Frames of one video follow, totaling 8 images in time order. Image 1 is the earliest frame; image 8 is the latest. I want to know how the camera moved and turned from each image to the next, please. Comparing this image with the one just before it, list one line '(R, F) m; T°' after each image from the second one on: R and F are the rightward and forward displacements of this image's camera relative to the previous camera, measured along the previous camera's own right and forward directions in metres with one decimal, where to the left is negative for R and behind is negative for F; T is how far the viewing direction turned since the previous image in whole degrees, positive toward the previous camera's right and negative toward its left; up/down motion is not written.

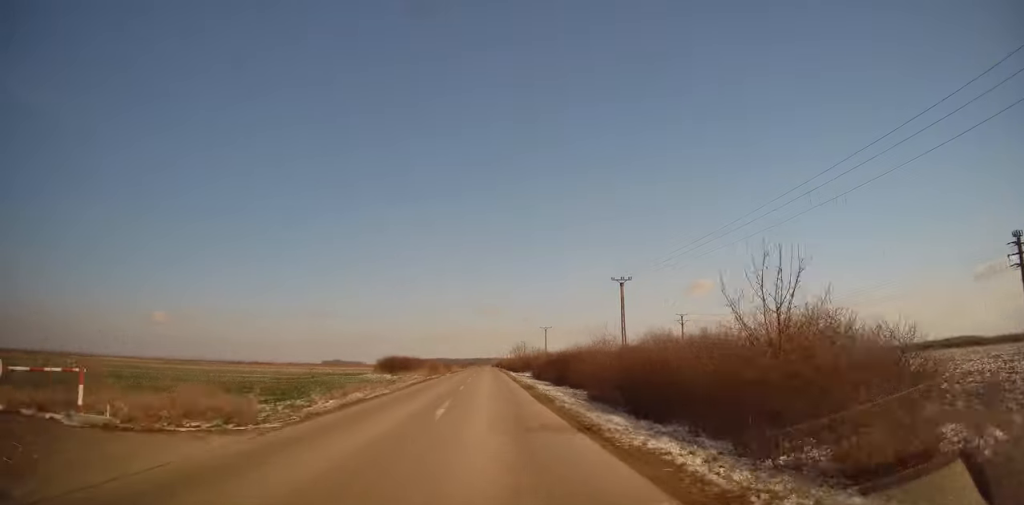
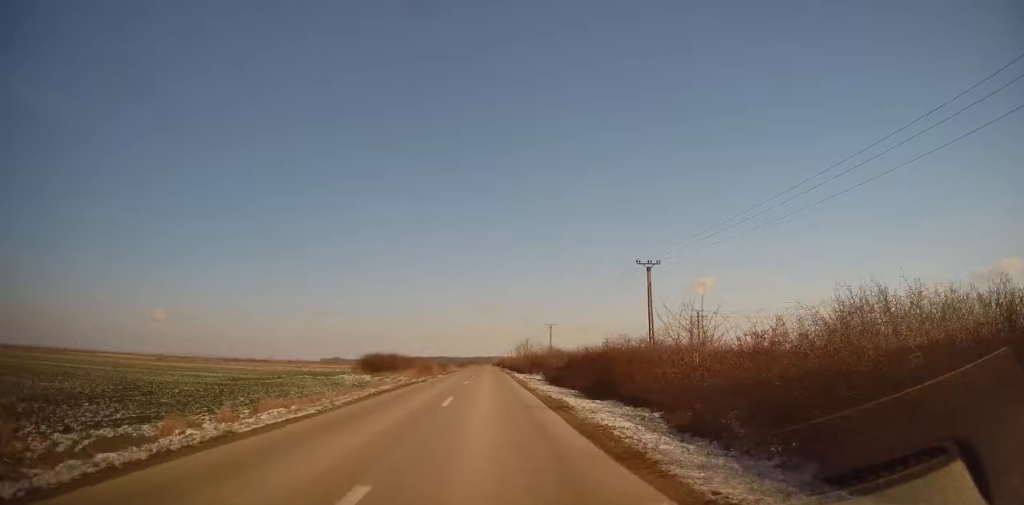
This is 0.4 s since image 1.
(-0.1, +9.7) m; 0°
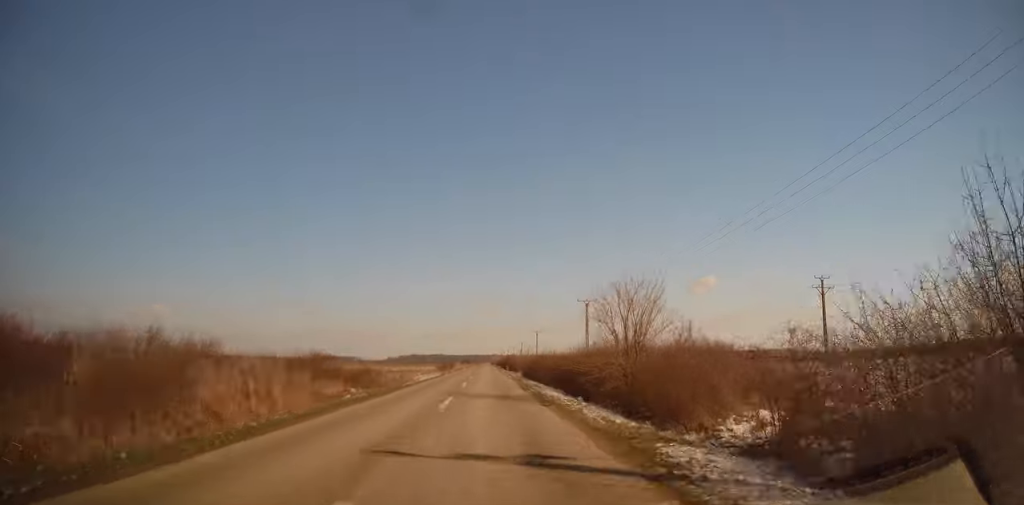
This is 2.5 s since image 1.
(+0.3, +47.4) m; +1°
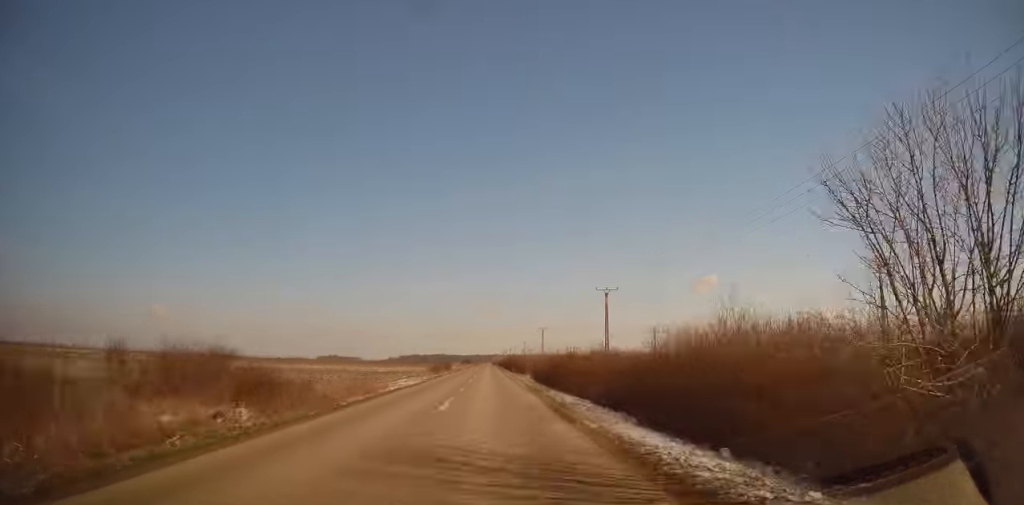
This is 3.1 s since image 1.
(-0.1, +12.1) m; -1°
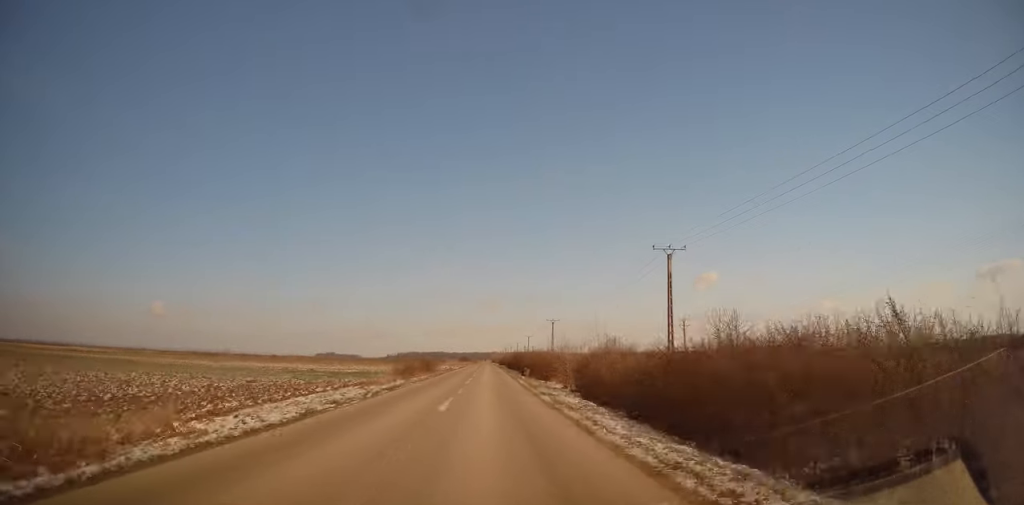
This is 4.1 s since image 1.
(-0.1, +23.4) m; 0°
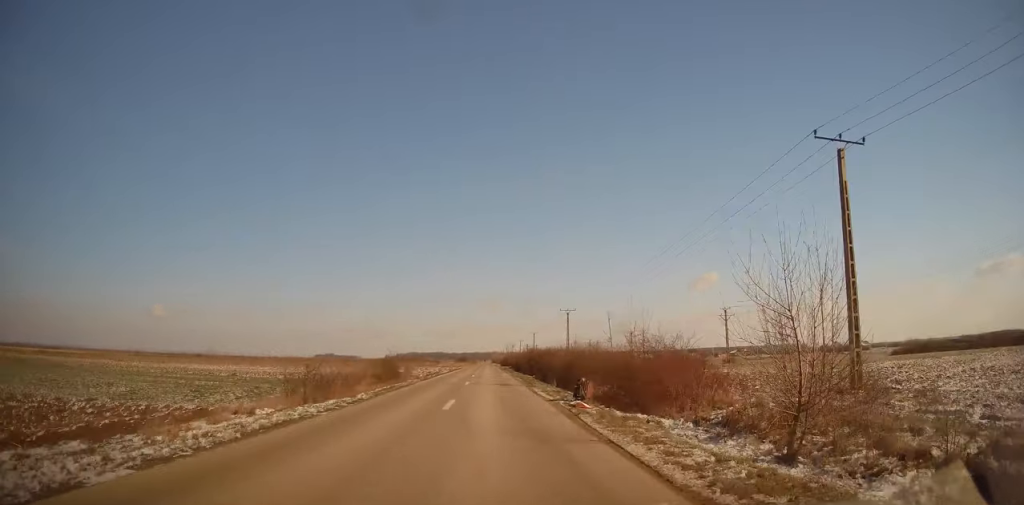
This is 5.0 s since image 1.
(0.0, +23.4) m; +1°
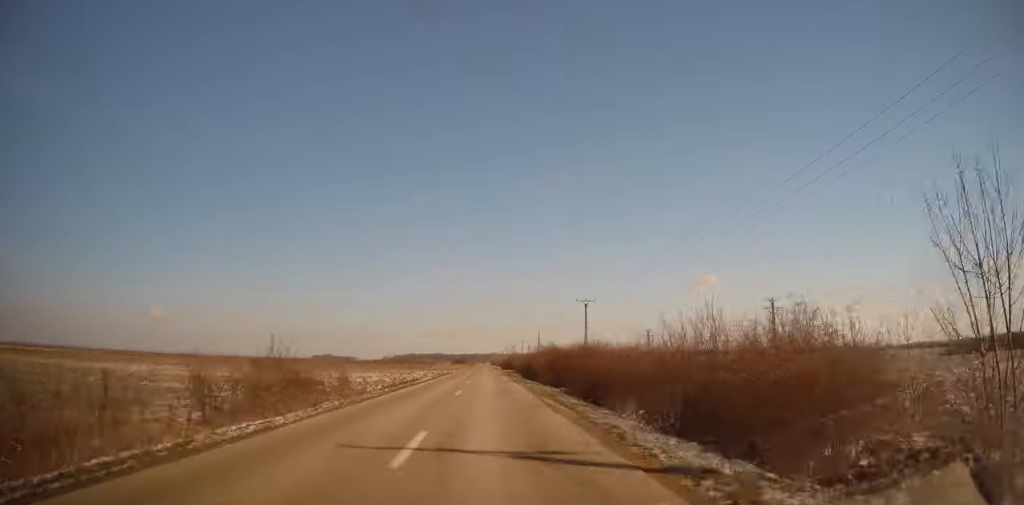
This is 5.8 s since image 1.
(+0.4, +19.1) m; 0°
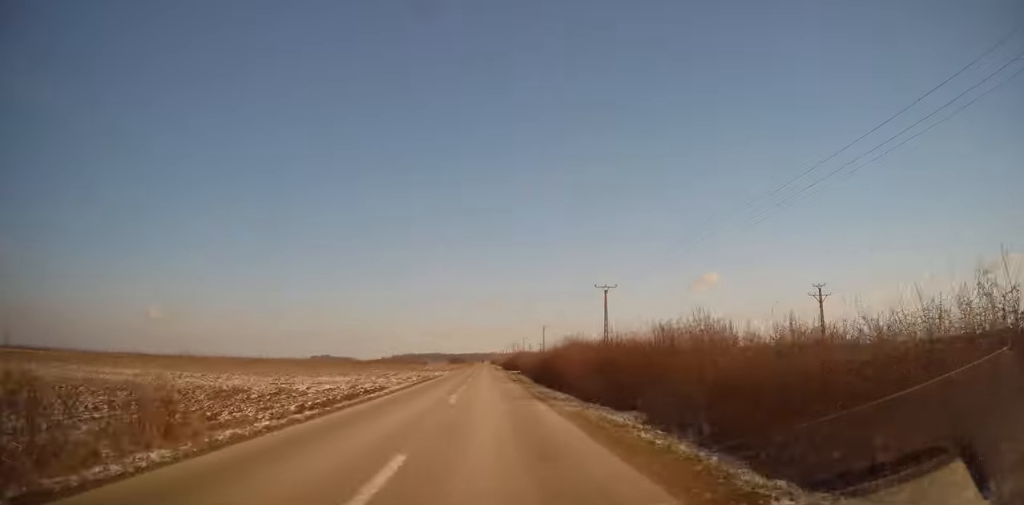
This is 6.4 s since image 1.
(+0.1, +14.3) m; 0°
